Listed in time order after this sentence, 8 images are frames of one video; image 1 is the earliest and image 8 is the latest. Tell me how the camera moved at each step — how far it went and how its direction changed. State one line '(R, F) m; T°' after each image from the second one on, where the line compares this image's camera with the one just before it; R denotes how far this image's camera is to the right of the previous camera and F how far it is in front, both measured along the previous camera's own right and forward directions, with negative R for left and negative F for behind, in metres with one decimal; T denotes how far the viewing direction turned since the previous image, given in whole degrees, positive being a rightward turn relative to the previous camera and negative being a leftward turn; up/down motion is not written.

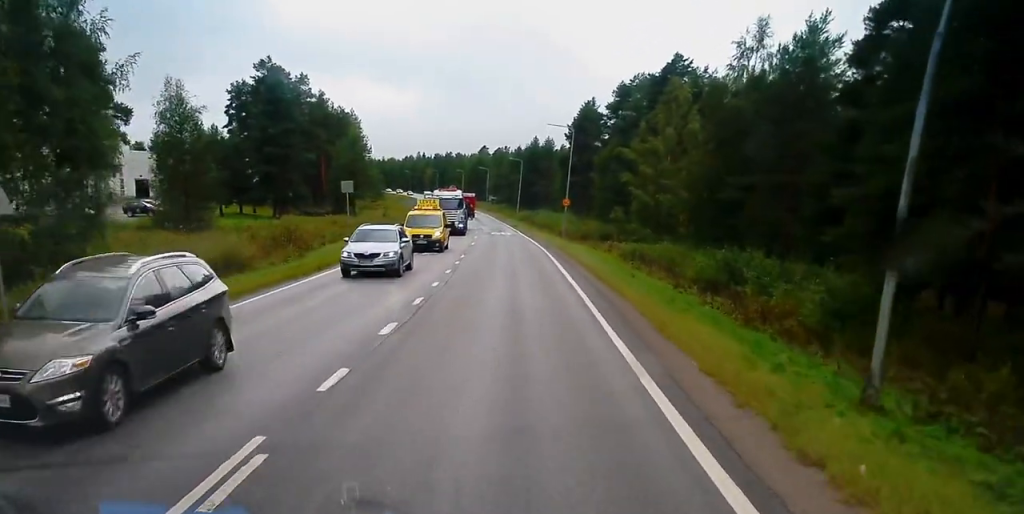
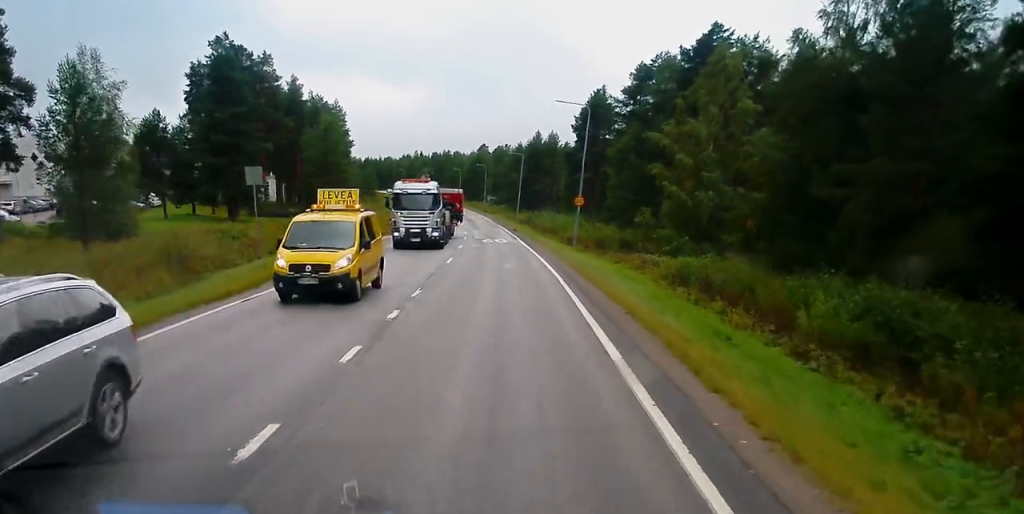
(-0.4, +14.7) m; -1°
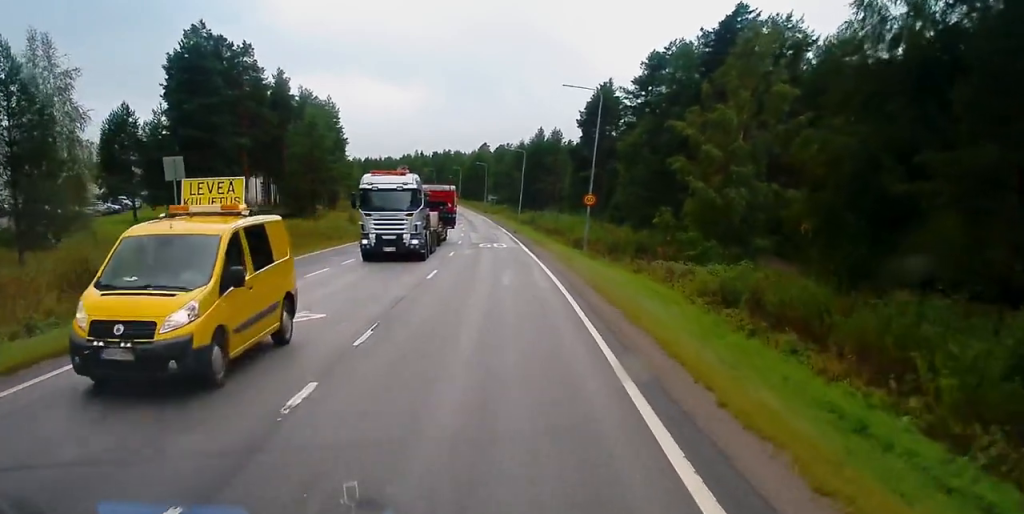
(+0.1, +6.6) m; 0°
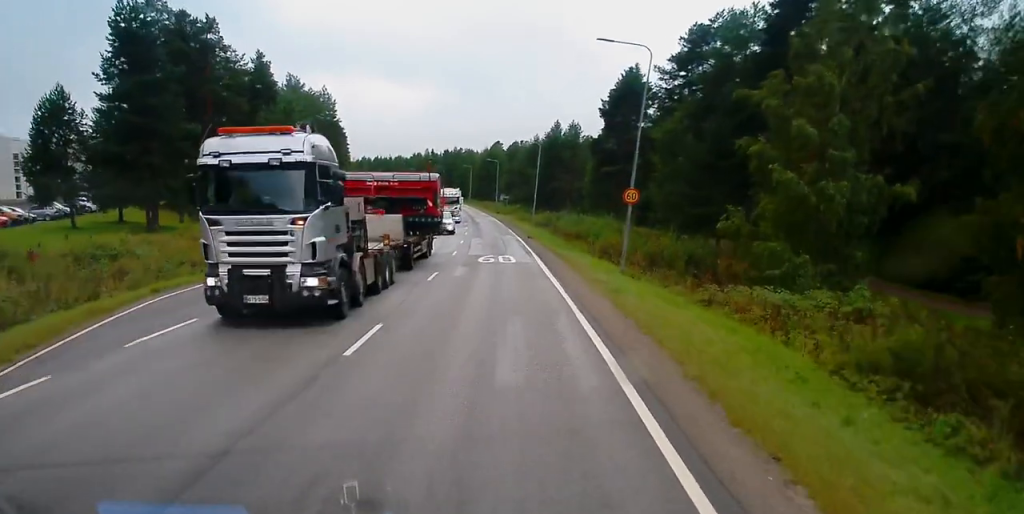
(+0.1, +12.5) m; 0°
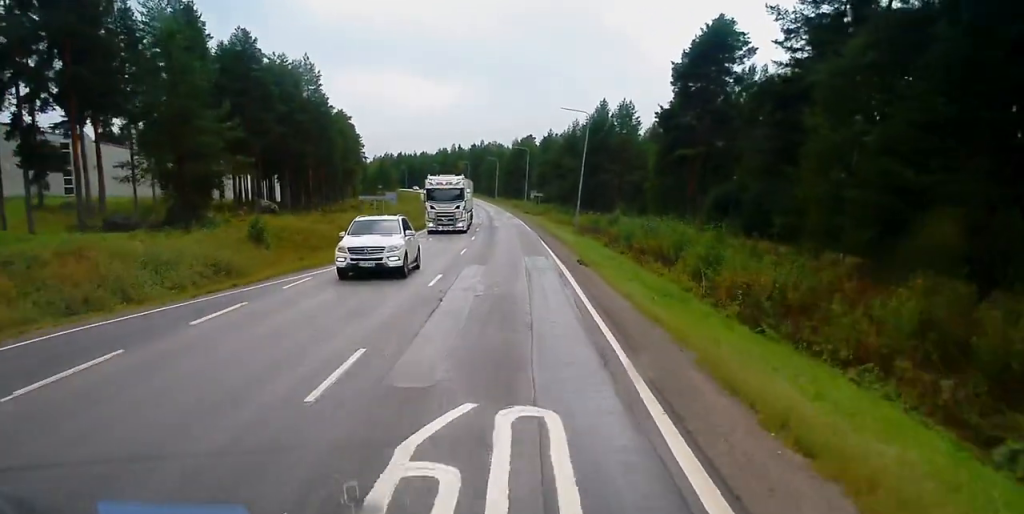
(-0.4, +27.5) m; -2°
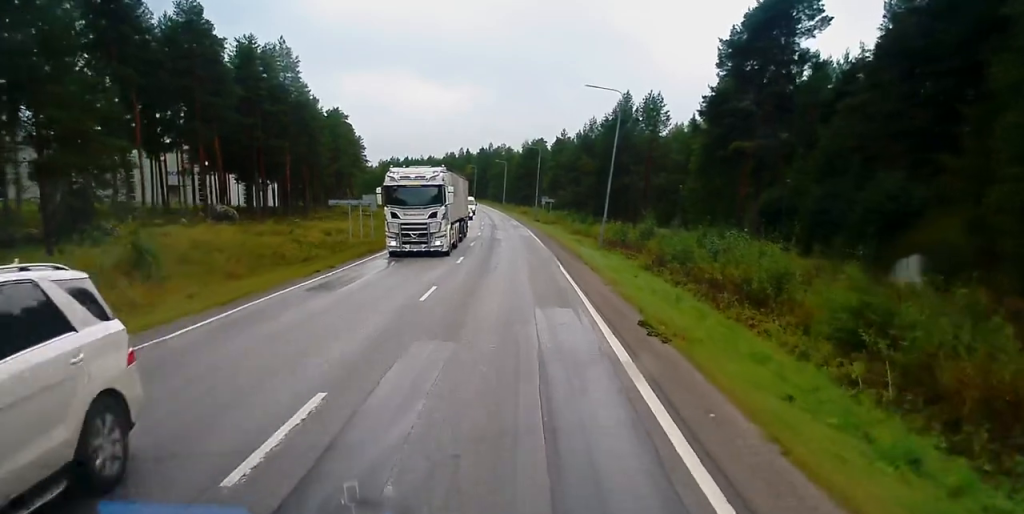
(-0.2, +14.3) m; -1°
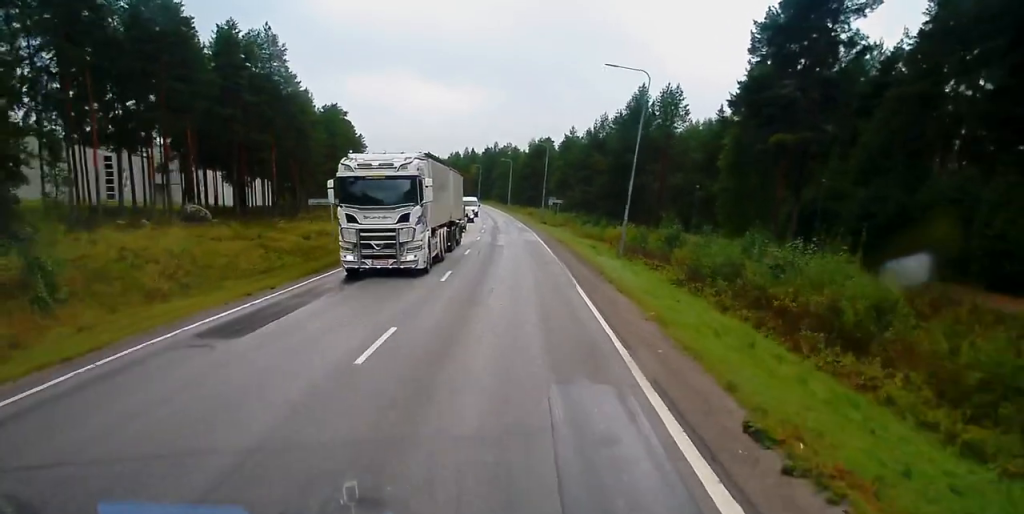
(-0.1, +7.2) m; 0°
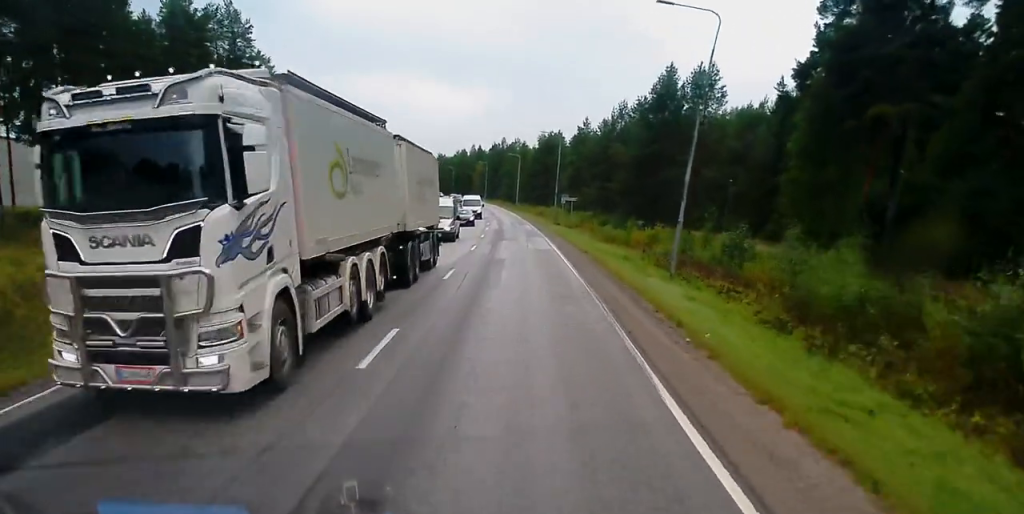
(-0.1, +12.0) m; 0°
